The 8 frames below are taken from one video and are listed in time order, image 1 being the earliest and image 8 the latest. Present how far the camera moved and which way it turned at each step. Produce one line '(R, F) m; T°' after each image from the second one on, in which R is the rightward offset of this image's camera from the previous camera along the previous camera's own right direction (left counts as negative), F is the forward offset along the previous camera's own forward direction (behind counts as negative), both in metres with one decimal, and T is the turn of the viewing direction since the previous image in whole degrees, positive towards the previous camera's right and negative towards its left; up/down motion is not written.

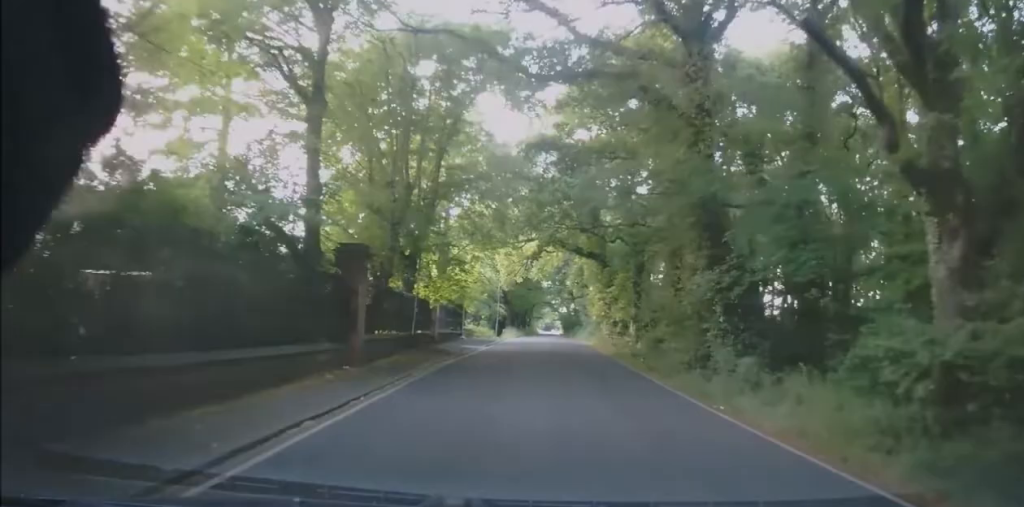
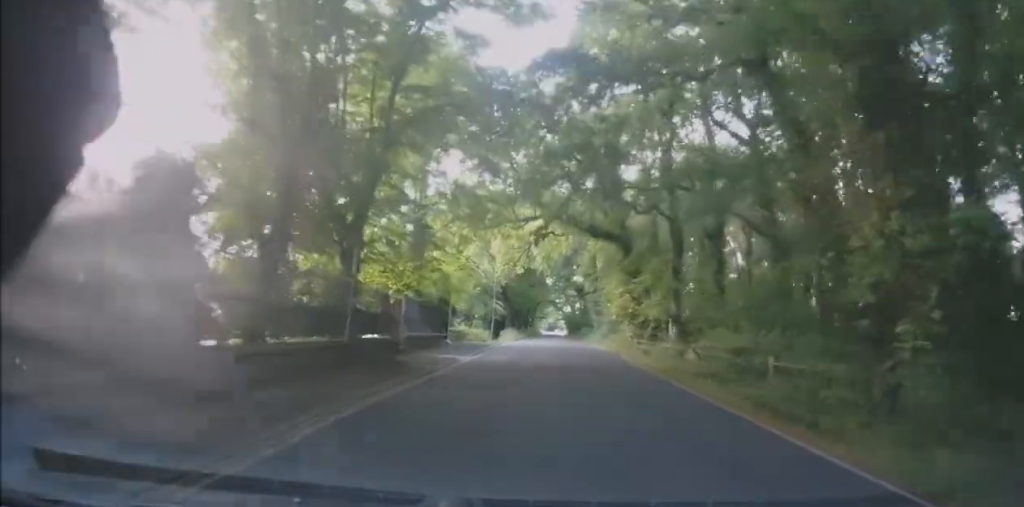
(+0.2, +8.6) m; +1°
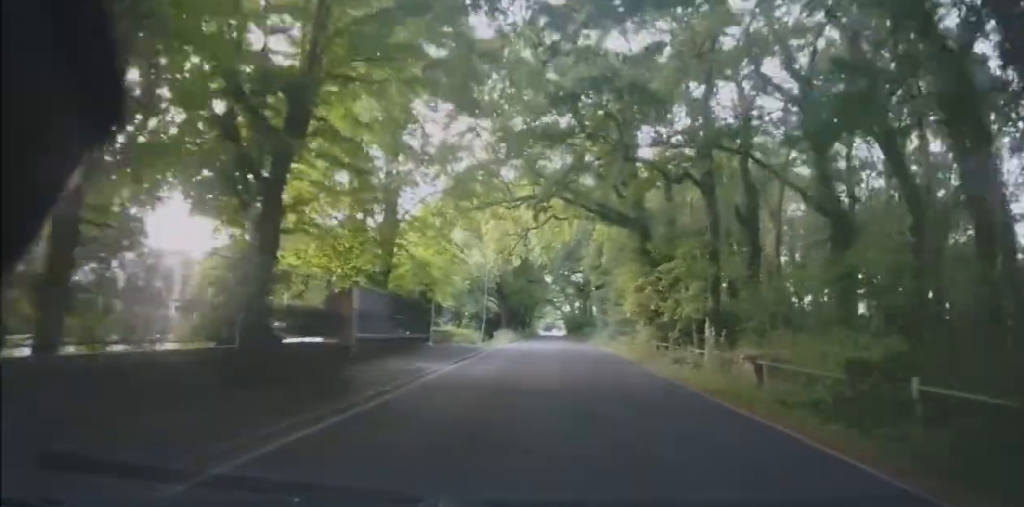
(-0.1, +5.5) m; 0°
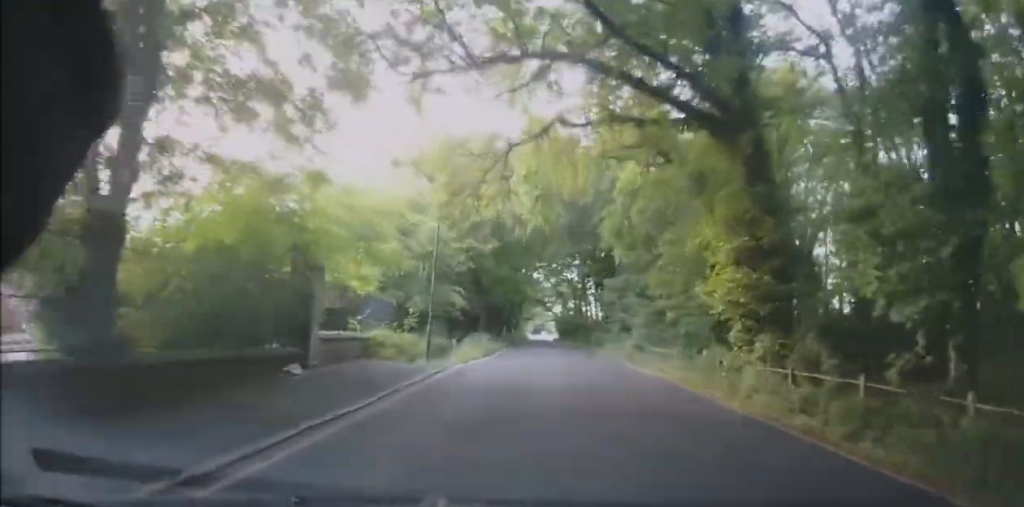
(+0.1, +15.2) m; +1°
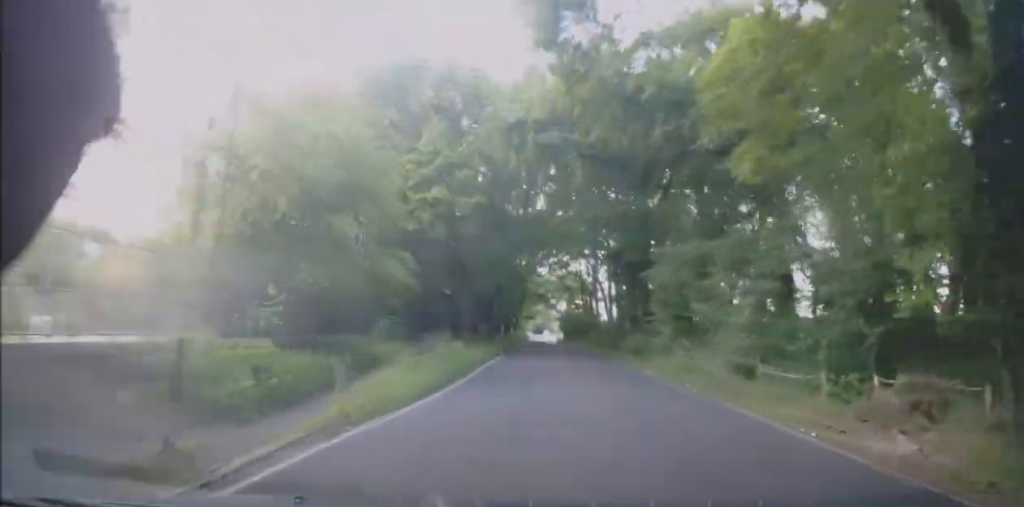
(+0.1, +13.9) m; +1°
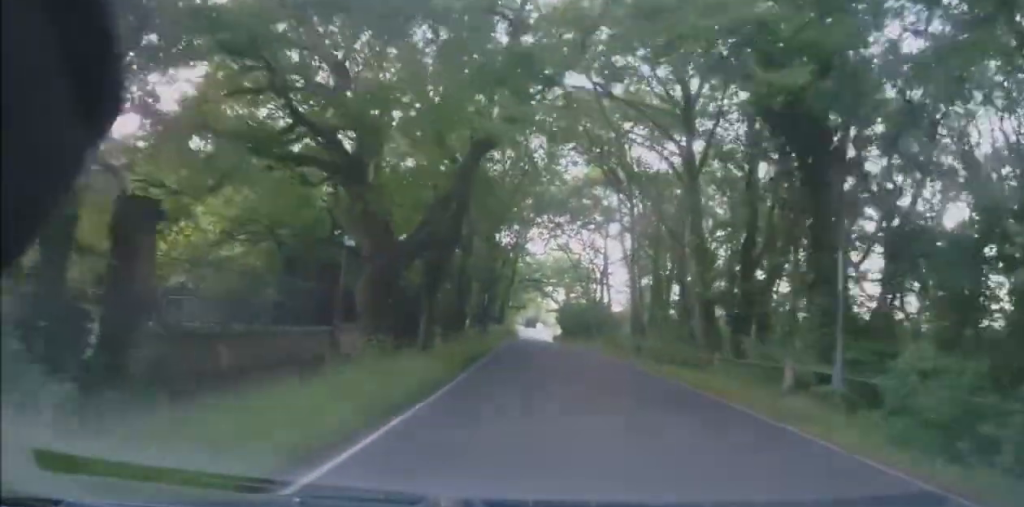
(-0.1, +20.0) m; -1°
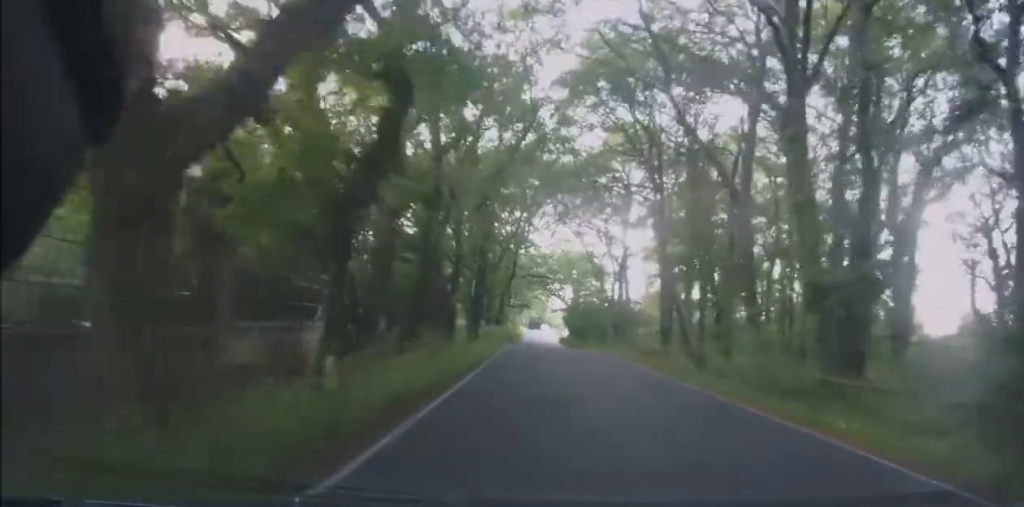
(-0.1, +9.3) m; 0°
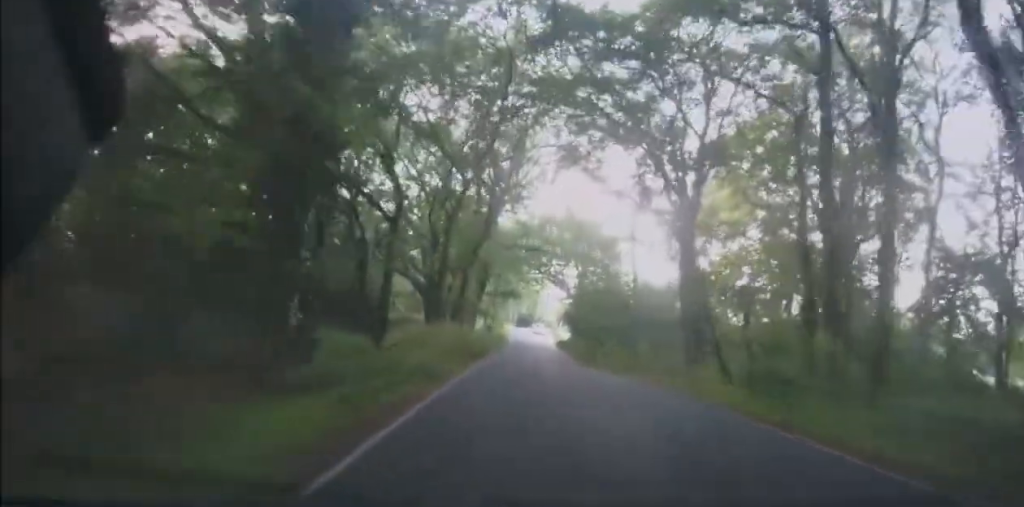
(+0.9, +23.4) m; +5°
